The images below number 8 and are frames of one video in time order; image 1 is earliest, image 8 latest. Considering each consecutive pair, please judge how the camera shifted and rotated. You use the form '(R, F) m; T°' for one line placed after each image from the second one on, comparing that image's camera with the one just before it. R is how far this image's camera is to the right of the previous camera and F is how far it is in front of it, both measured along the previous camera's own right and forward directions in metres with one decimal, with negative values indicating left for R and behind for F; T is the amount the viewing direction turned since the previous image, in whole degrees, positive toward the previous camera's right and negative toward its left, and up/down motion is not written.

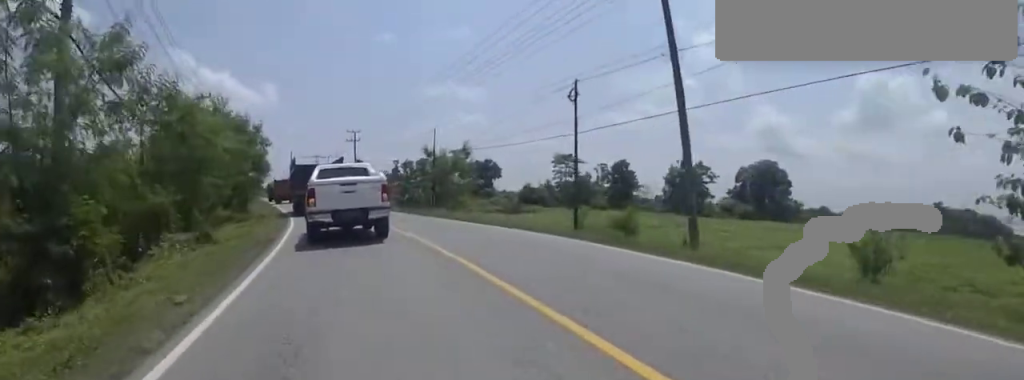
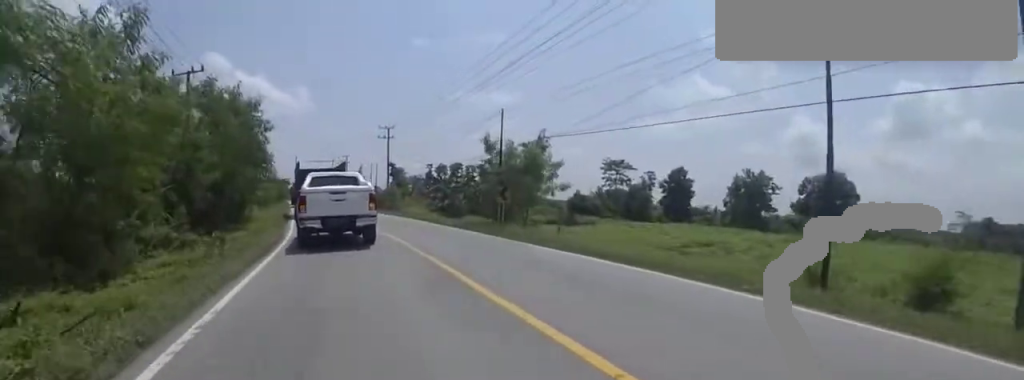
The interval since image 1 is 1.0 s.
(-1.0, +8.8) m; -8°
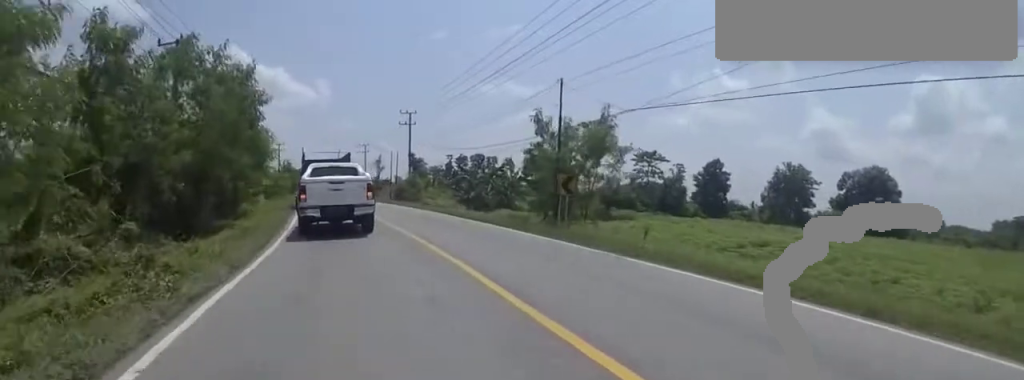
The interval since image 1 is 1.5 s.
(-0.7, +4.6) m; 0°
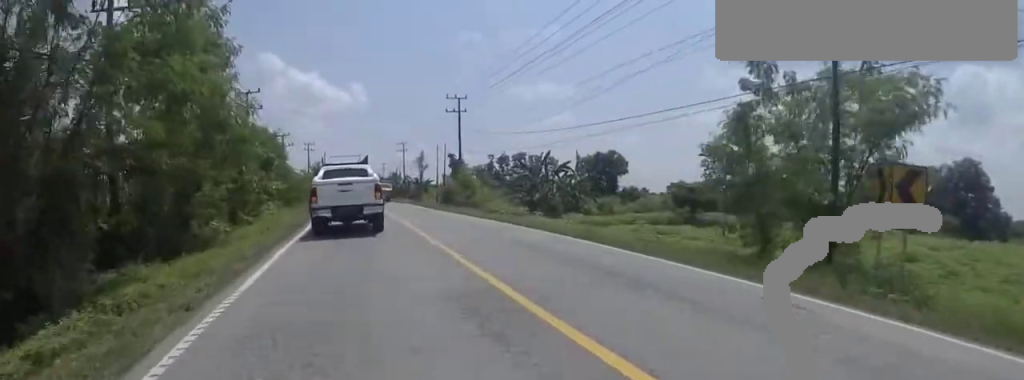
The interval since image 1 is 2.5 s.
(+1.1, +9.6) m; 0°
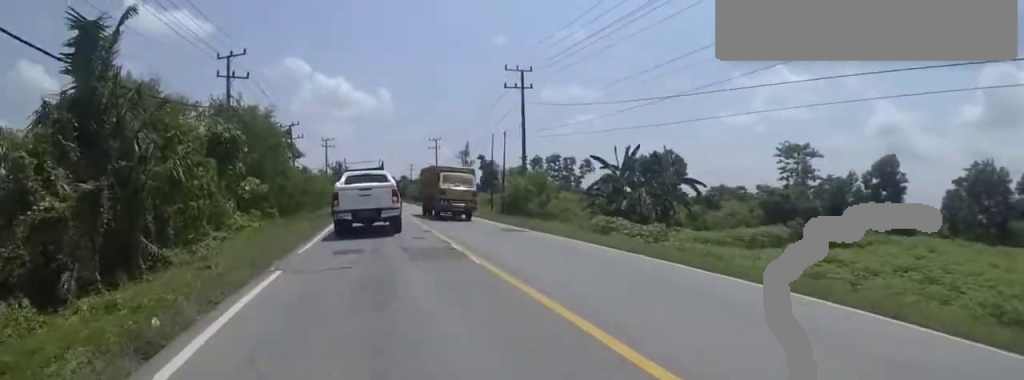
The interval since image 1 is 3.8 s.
(-1.6, +11.8) m; -7°
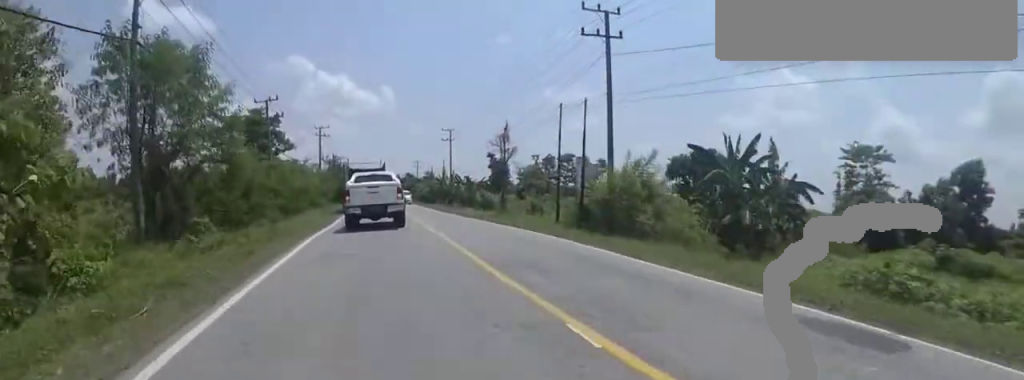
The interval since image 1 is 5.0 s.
(+1.0, +12.0) m; +7°
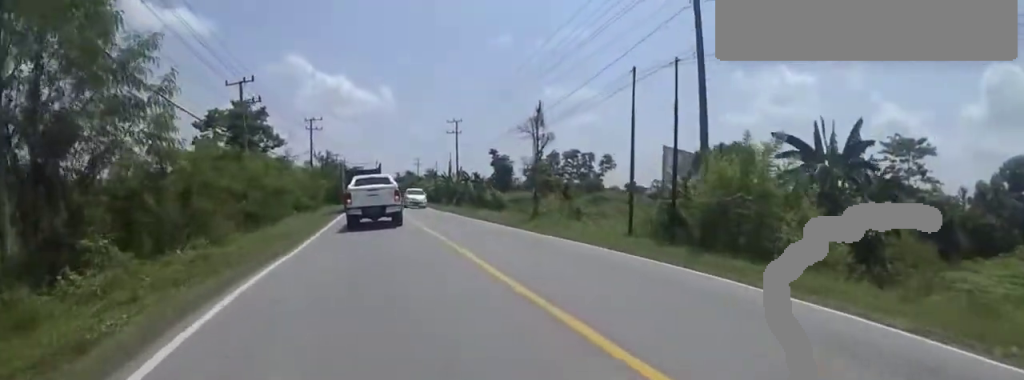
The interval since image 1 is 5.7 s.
(+0.6, +6.8) m; 0°
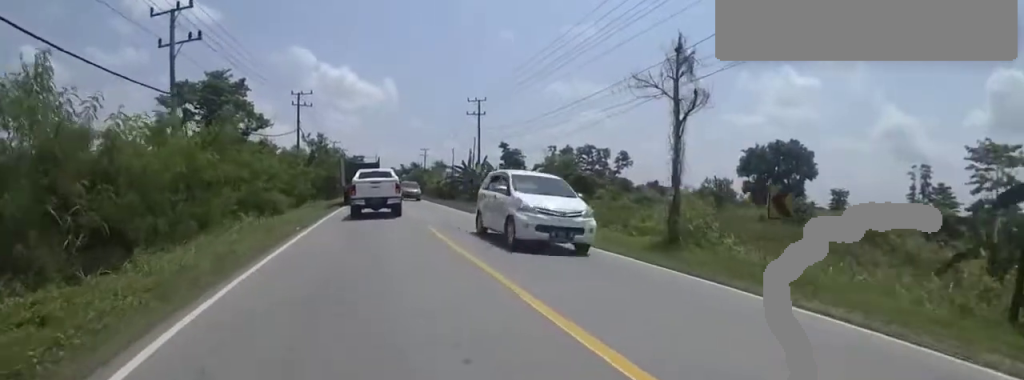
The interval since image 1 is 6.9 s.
(-0.9, +11.6) m; -1°
